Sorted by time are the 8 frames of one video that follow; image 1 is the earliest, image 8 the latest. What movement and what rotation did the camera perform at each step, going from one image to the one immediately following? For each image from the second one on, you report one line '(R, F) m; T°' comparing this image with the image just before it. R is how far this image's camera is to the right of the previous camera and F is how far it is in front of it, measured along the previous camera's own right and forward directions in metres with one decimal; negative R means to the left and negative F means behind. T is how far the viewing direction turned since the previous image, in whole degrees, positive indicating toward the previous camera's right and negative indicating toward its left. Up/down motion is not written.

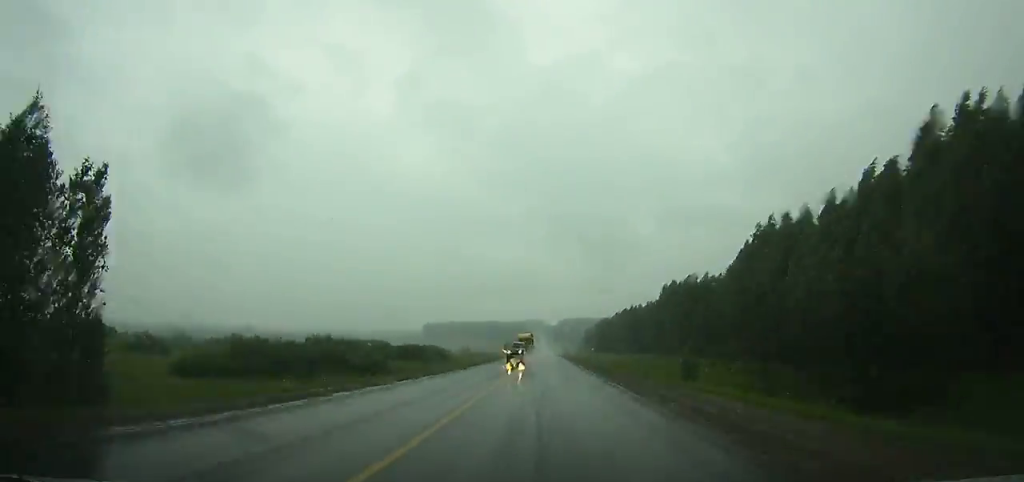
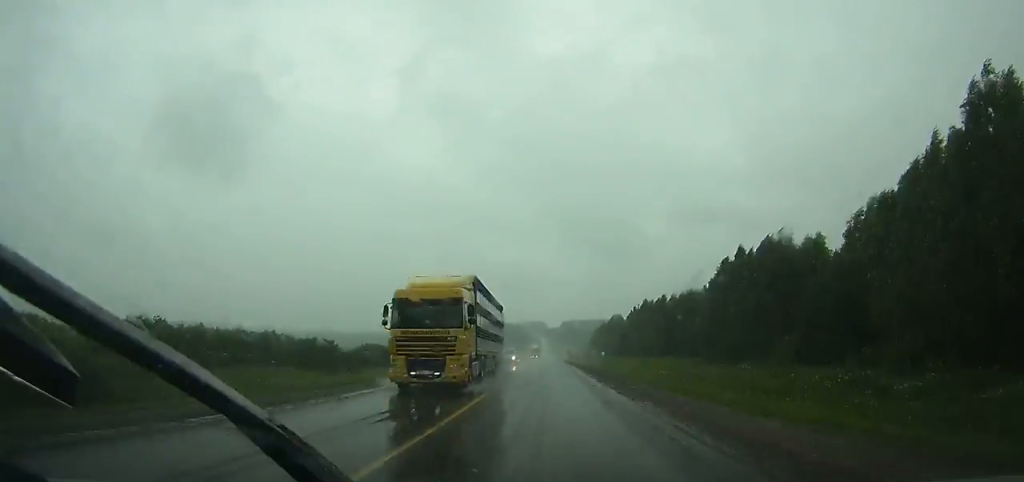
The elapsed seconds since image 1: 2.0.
(+0.4, +45.9) m; 0°
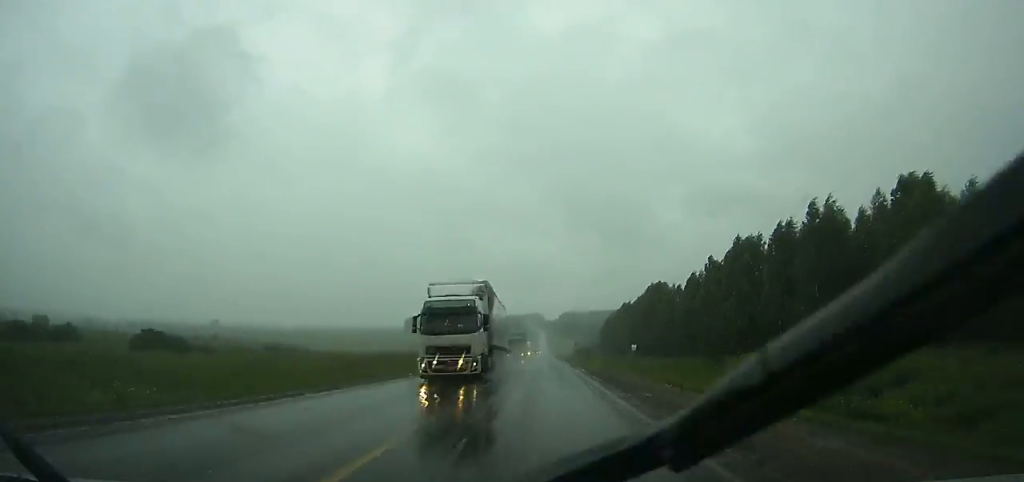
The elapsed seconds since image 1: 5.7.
(-0.3, +84.2) m; 0°
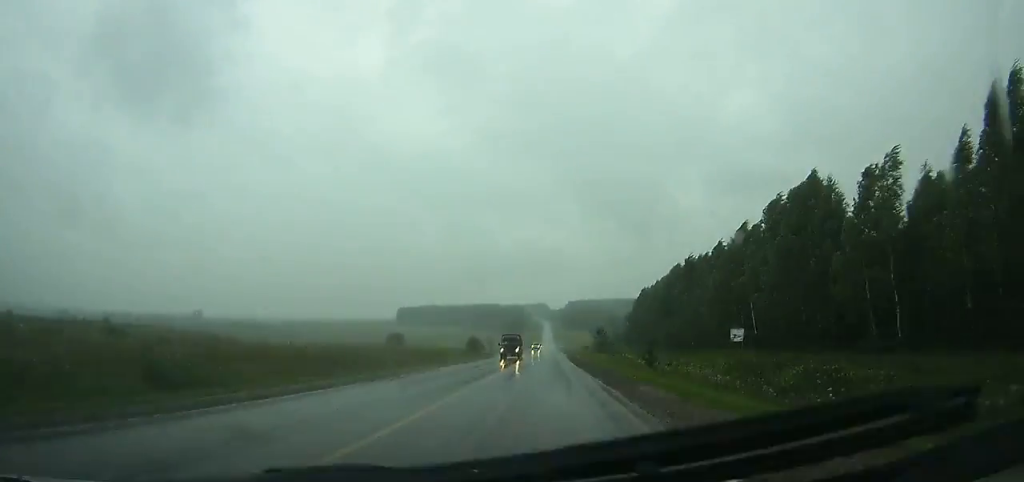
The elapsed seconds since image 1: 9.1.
(0.0, +76.7) m; 0°
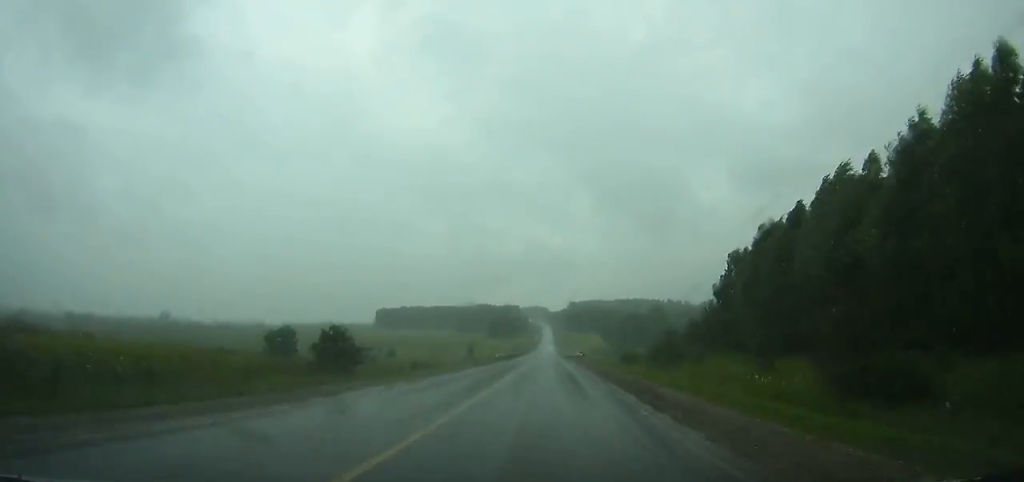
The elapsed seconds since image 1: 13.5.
(-0.2, +99.3) m; 0°
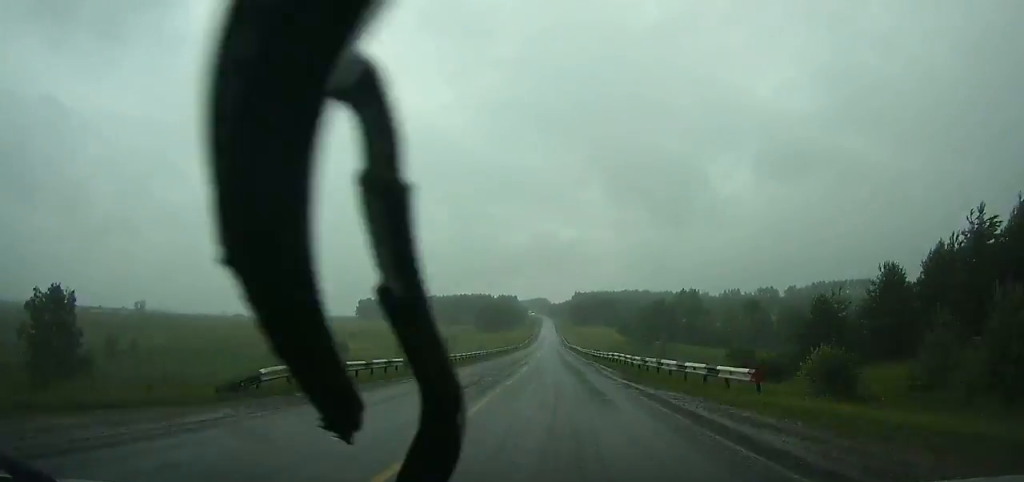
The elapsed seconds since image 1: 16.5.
(-0.1, +68.7) m; 0°
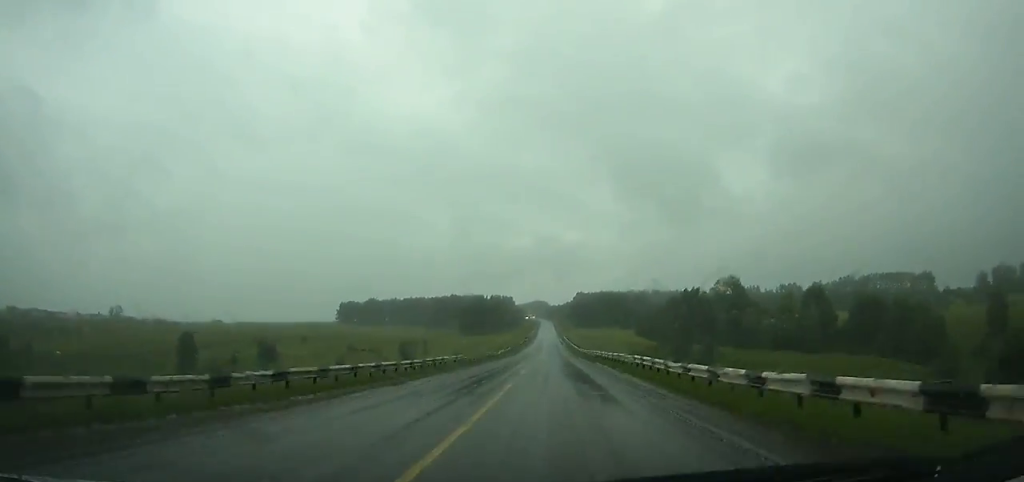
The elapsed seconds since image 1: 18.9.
(-0.1, +55.8) m; 0°
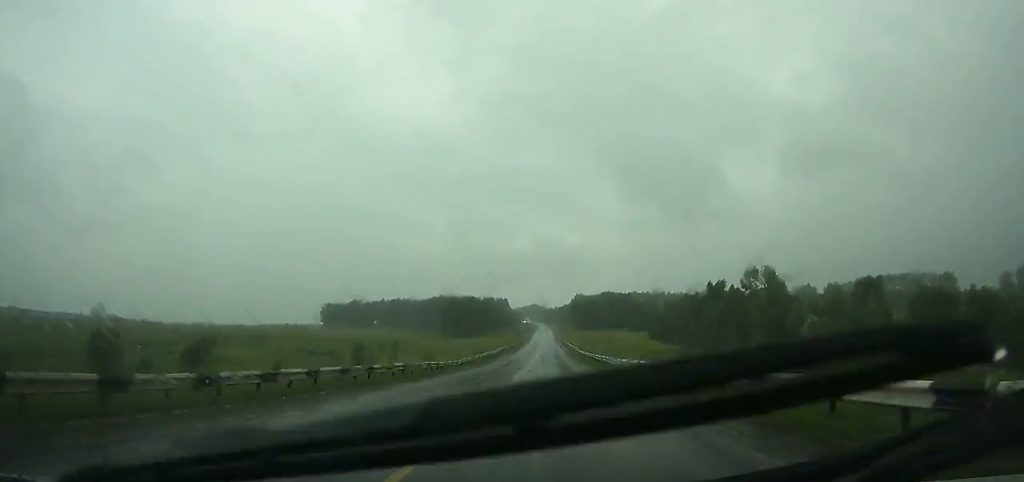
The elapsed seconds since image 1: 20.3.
(0.0, +32.7) m; 0°
